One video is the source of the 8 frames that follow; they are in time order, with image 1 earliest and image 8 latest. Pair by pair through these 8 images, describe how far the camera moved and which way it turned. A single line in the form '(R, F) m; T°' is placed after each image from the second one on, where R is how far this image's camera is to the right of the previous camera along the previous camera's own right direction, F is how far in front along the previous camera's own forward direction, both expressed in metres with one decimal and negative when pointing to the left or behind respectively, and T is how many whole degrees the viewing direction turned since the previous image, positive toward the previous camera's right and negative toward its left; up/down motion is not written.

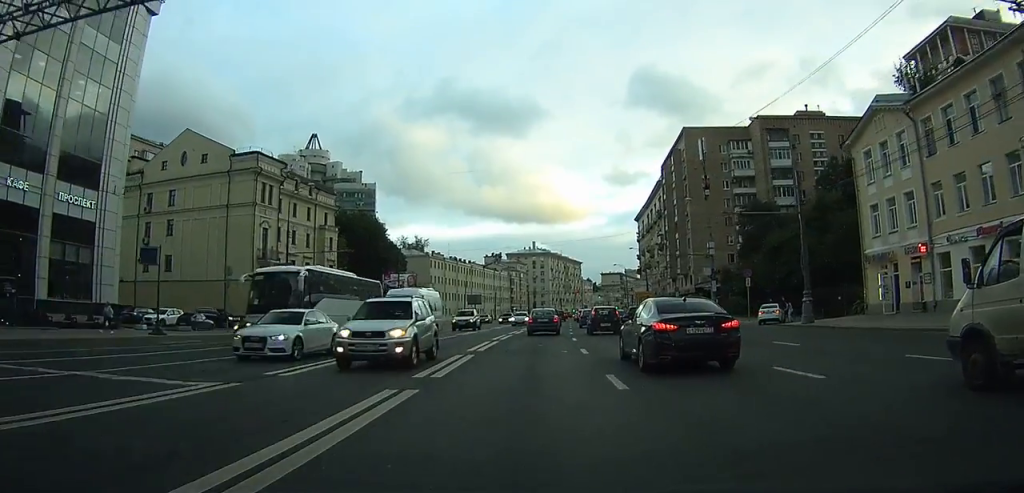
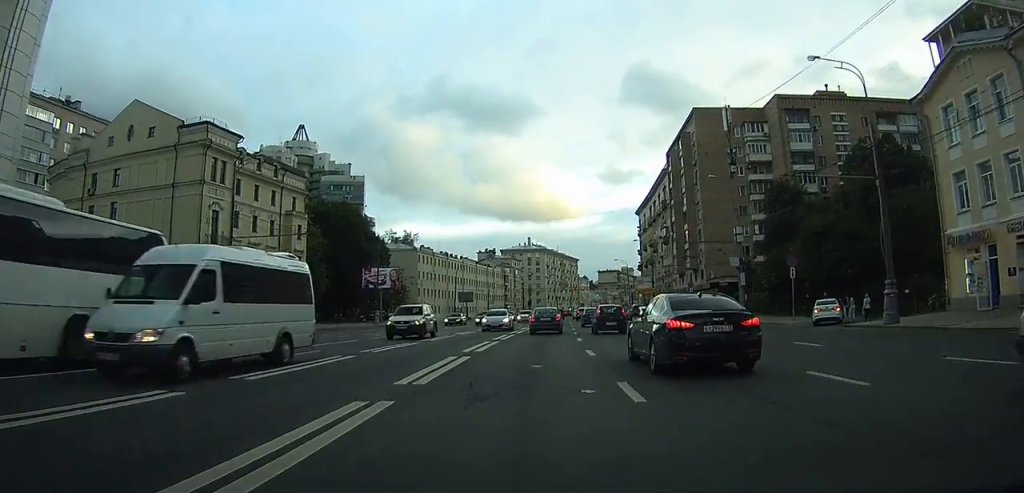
(+0.1, +9.4) m; +2°
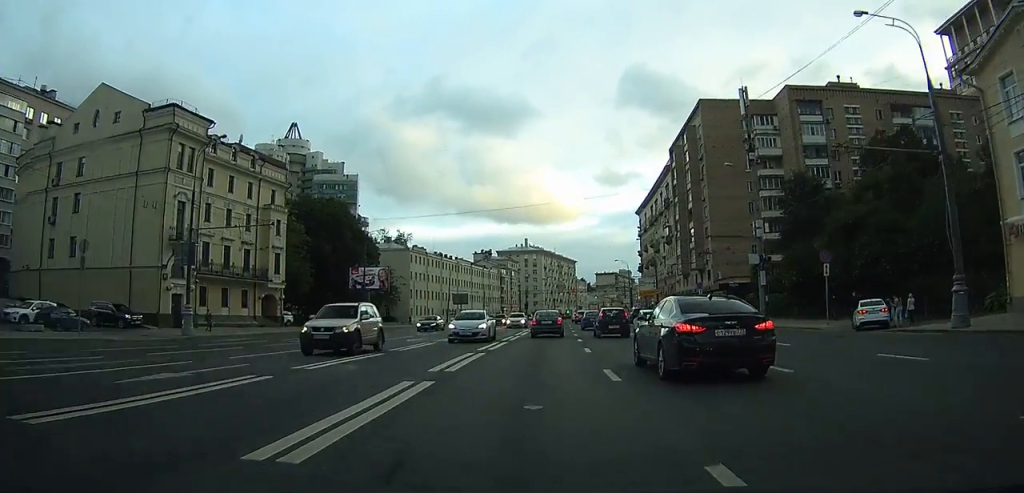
(+0.1, +5.1) m; +1°
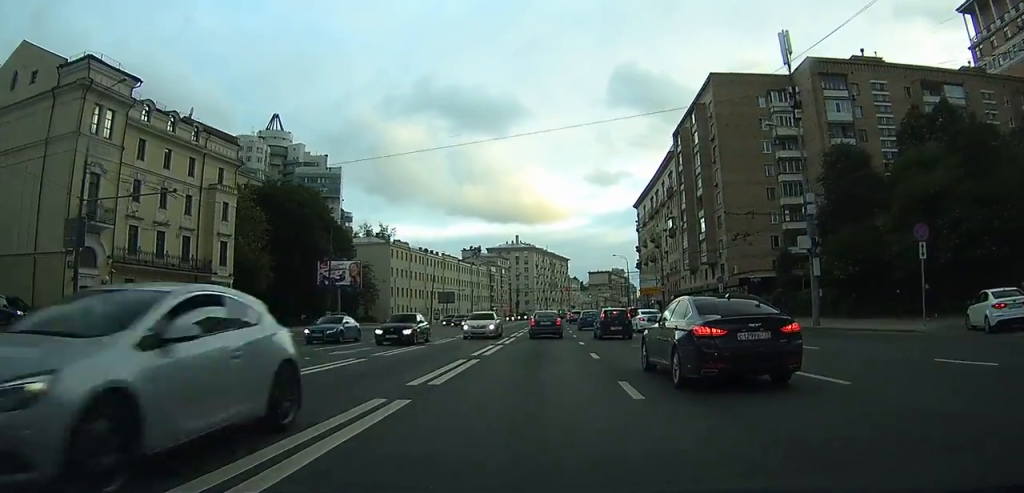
(+0.1, +9.9) m; +1°
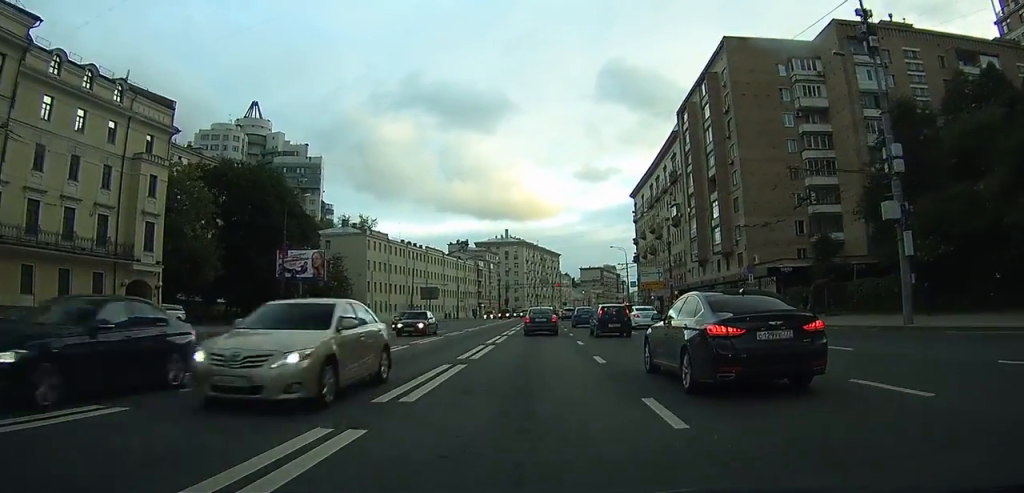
(+0.1, +10.0) m; +1°
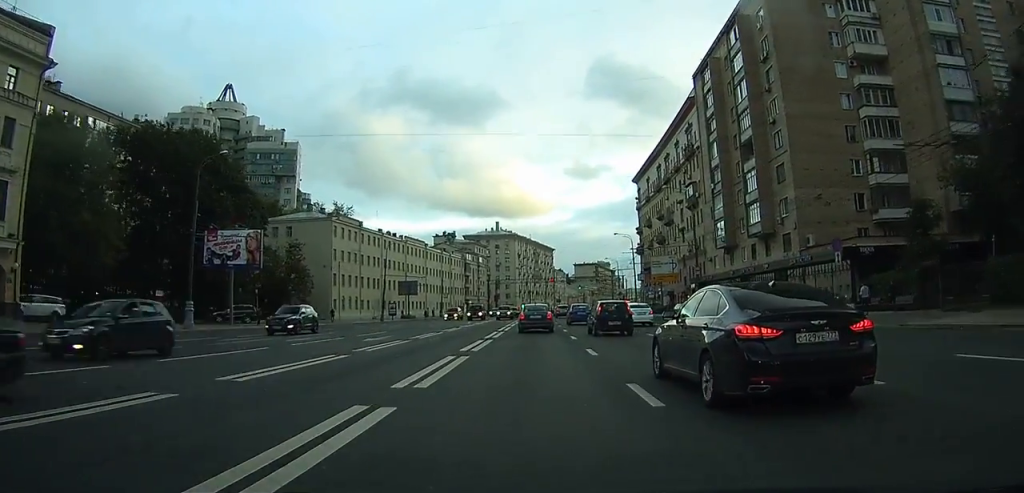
(+0.1, +14.8) m; +1°
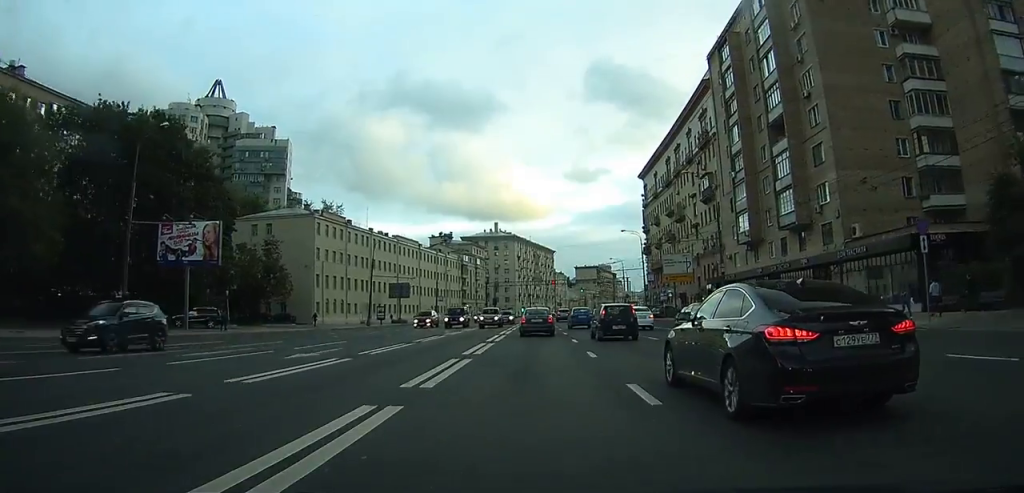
(0.0, +7.9) m; +1°
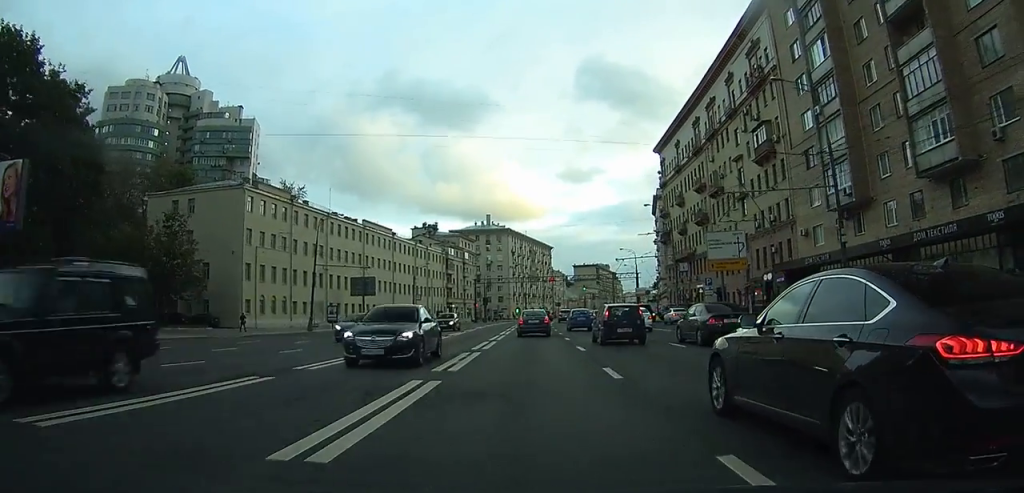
(+0.3, +21.9) m; +1°
